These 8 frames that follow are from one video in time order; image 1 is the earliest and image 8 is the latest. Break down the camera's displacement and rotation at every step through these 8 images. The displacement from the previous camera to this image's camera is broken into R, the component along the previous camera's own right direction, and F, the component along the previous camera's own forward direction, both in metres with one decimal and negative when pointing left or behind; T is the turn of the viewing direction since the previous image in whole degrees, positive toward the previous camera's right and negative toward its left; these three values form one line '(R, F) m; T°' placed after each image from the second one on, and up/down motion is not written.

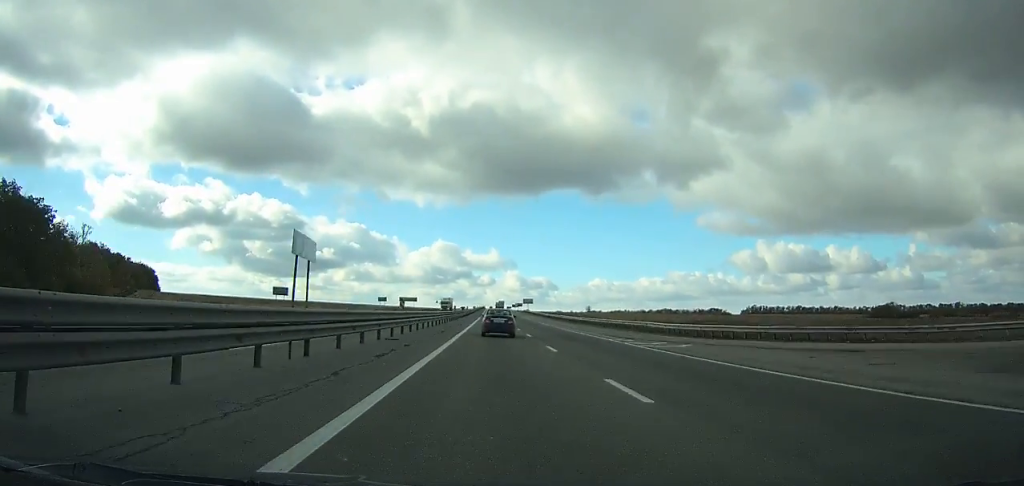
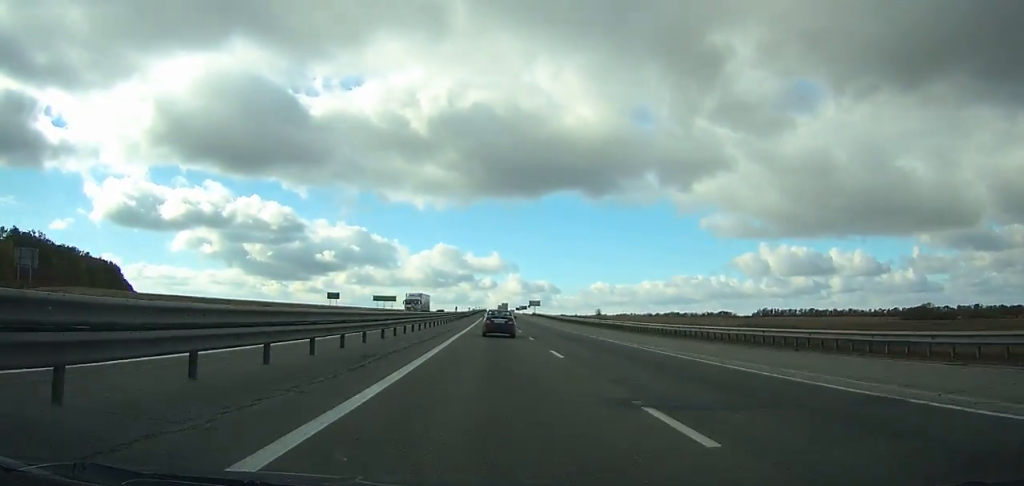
(+0.2, +38.1) m; 0°
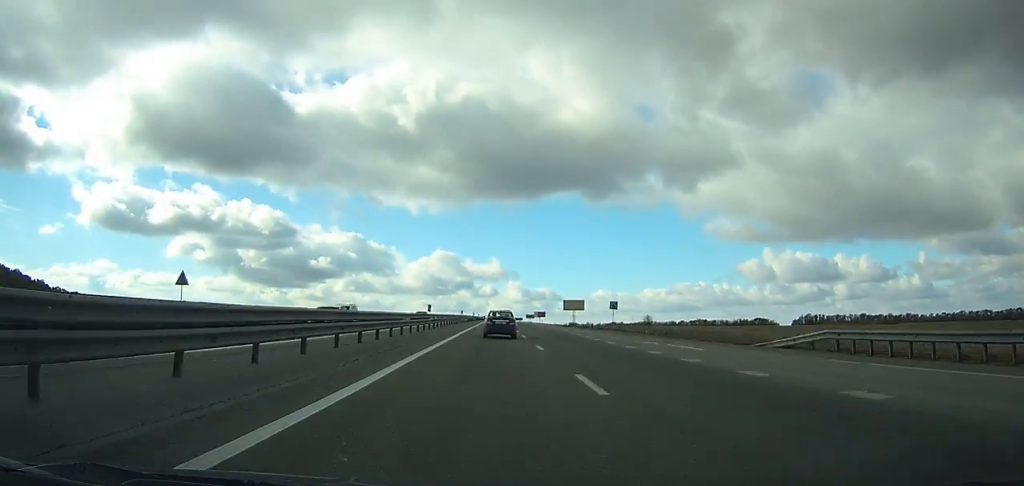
(-0.1, +147.7) m; 0°
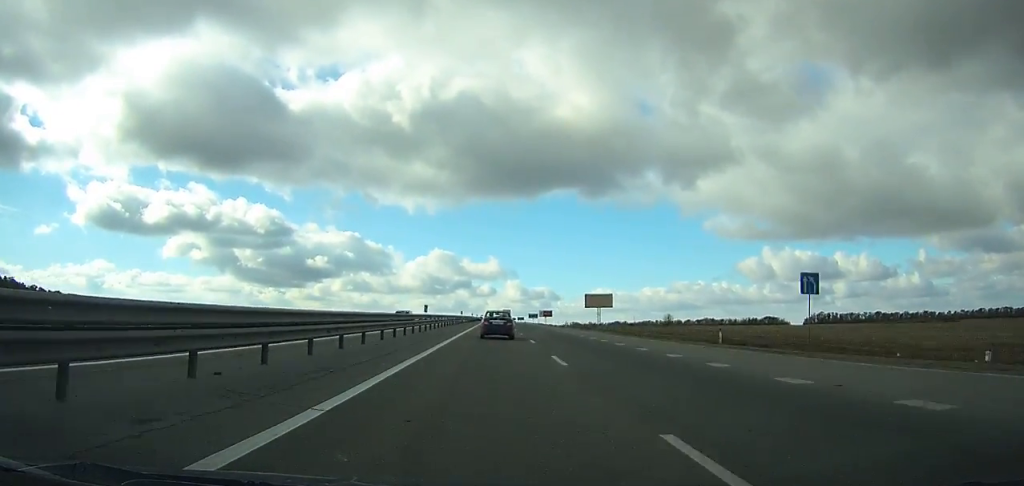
(0.0, +41.0) m; 0°
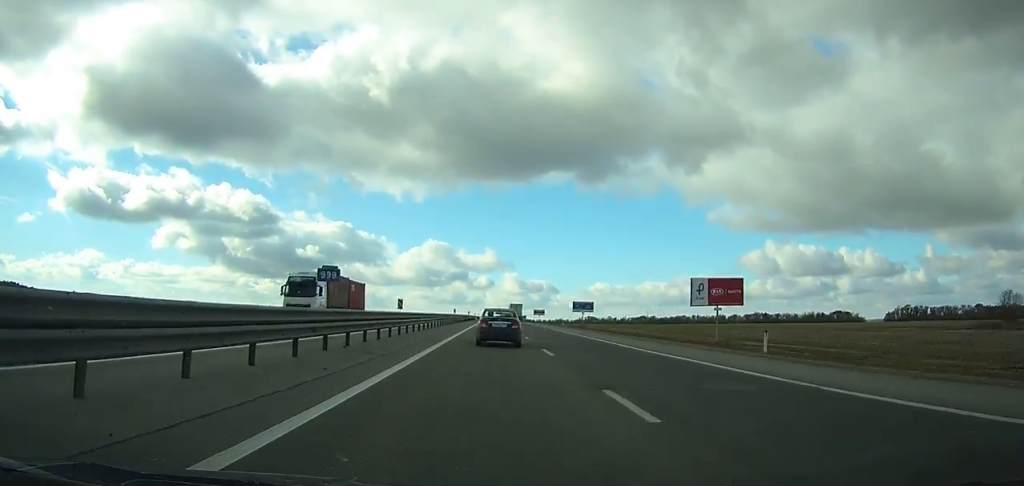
(+0.1, +207.2) m; 0°
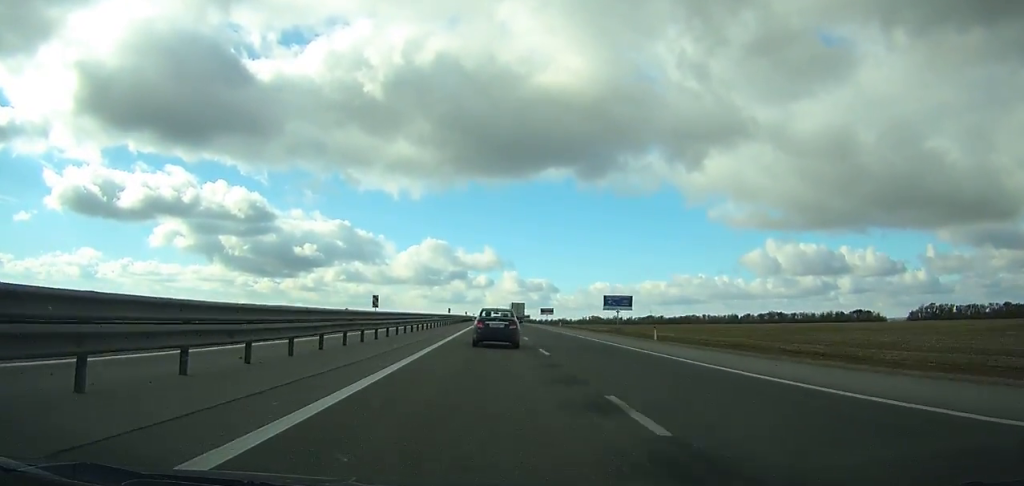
(-0.1, +47.4) m; 0°
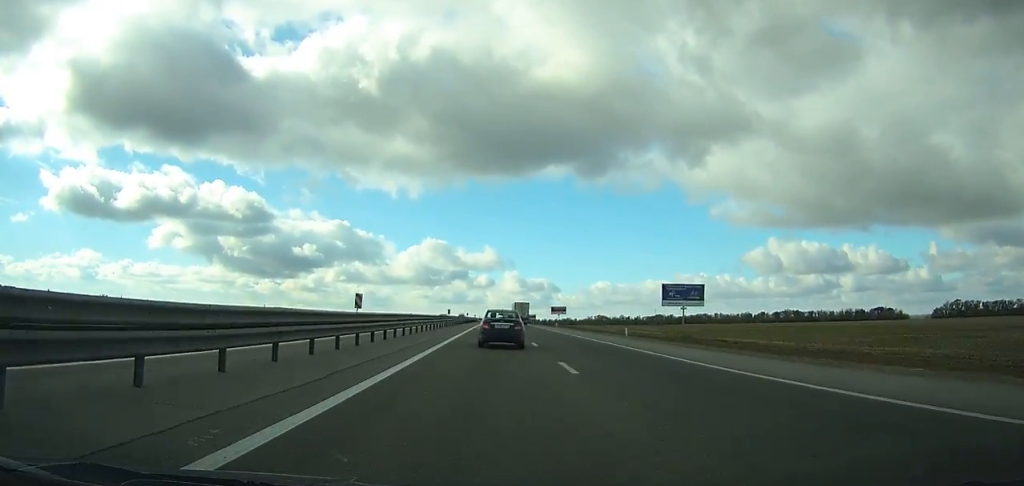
(0.0, +42.0) m; 0°
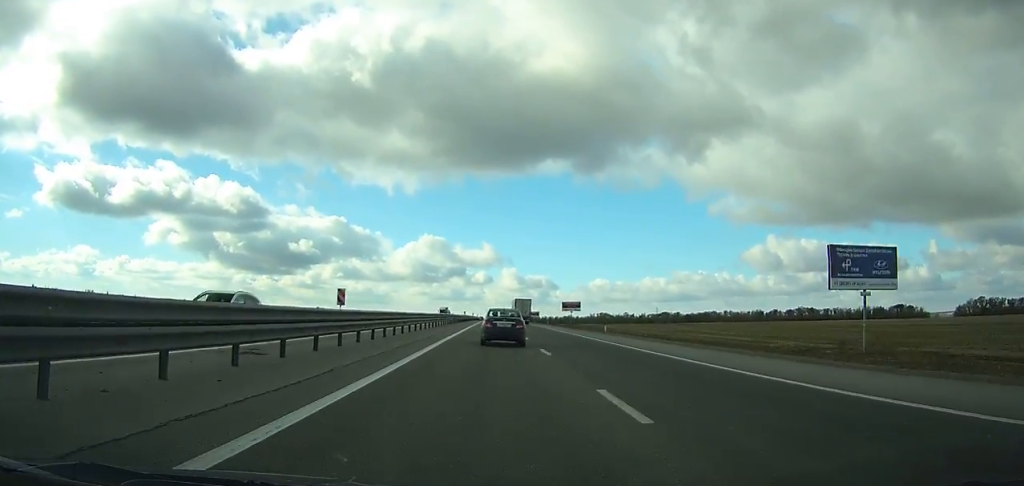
(+0.1, +41.8) m; 0°
